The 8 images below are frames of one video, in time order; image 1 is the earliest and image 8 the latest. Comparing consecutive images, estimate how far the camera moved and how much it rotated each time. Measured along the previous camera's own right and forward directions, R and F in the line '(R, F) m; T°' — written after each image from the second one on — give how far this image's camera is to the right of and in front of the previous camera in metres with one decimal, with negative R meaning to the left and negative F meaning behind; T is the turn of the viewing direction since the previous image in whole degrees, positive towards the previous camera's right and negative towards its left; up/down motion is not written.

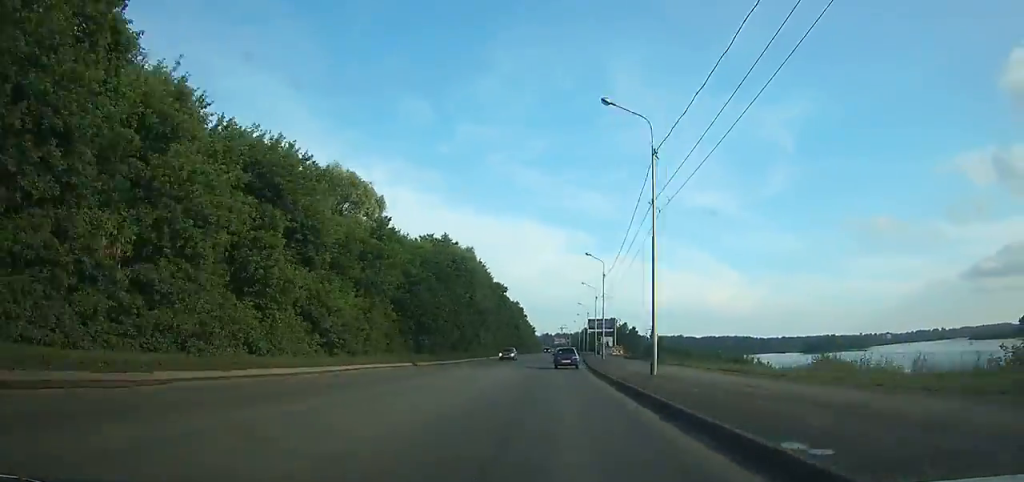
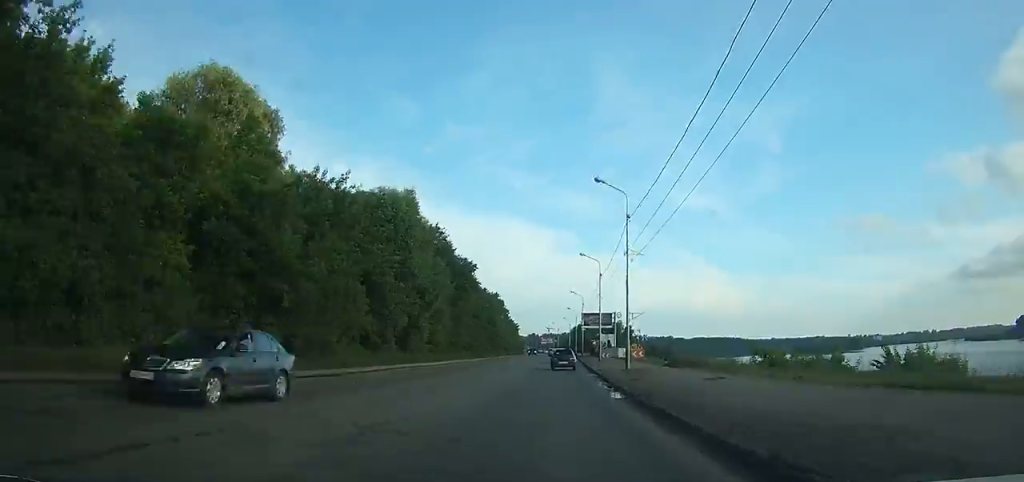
(+0.3, +26.5) m; +2°
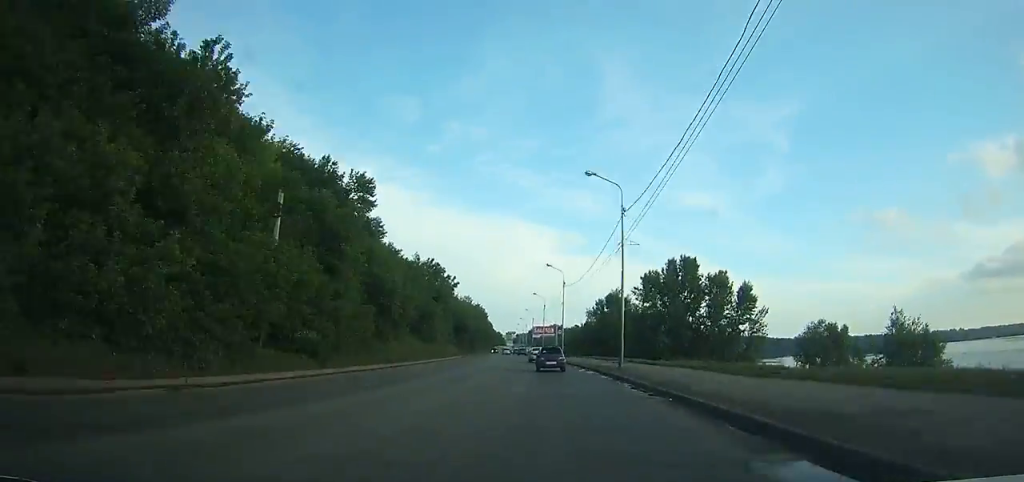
(+2.8, +141.7) m; -1°
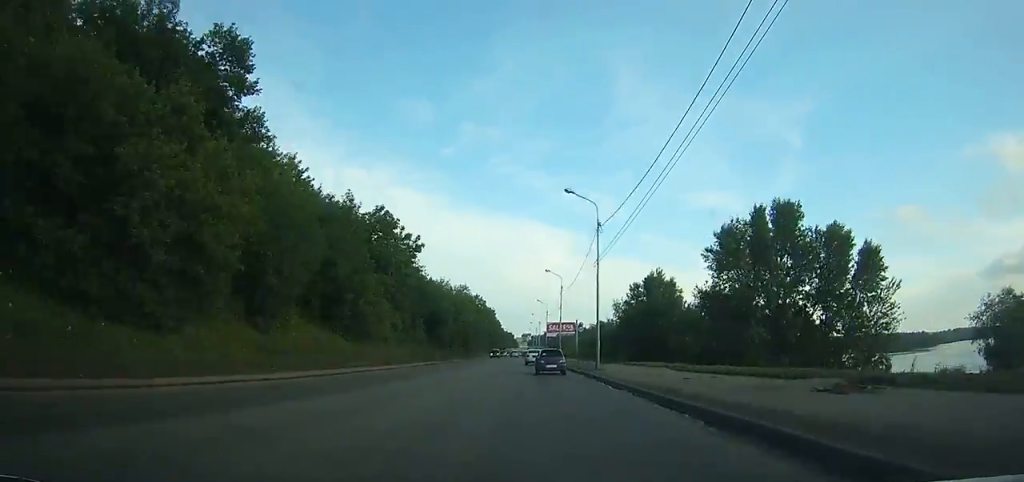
(-0.4, +32.3) m; -2°
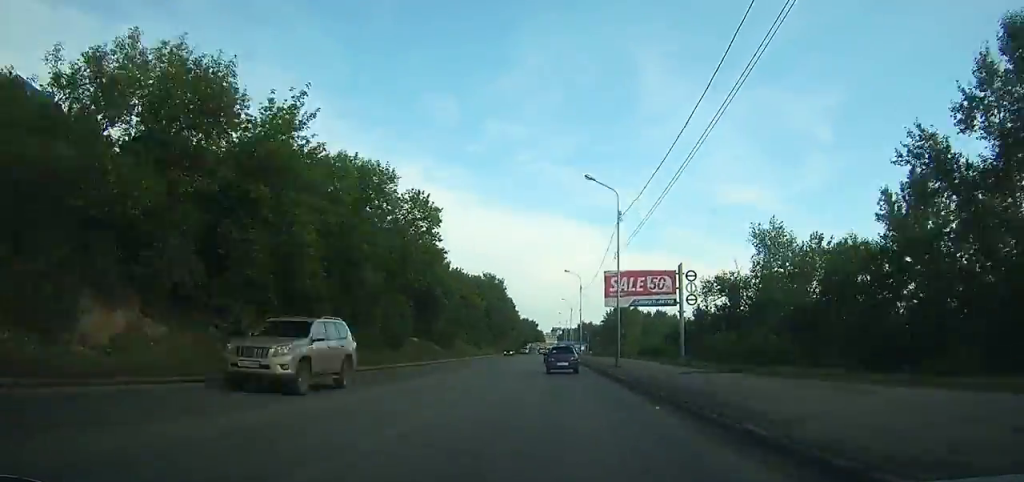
(-2.5, +77.6) m; -3°
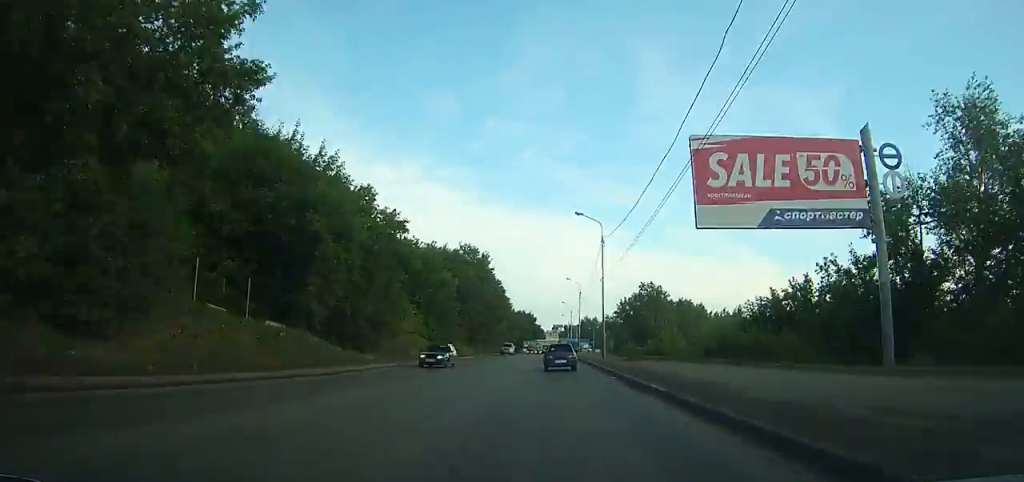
(-0.2, +31.1) m; 0°
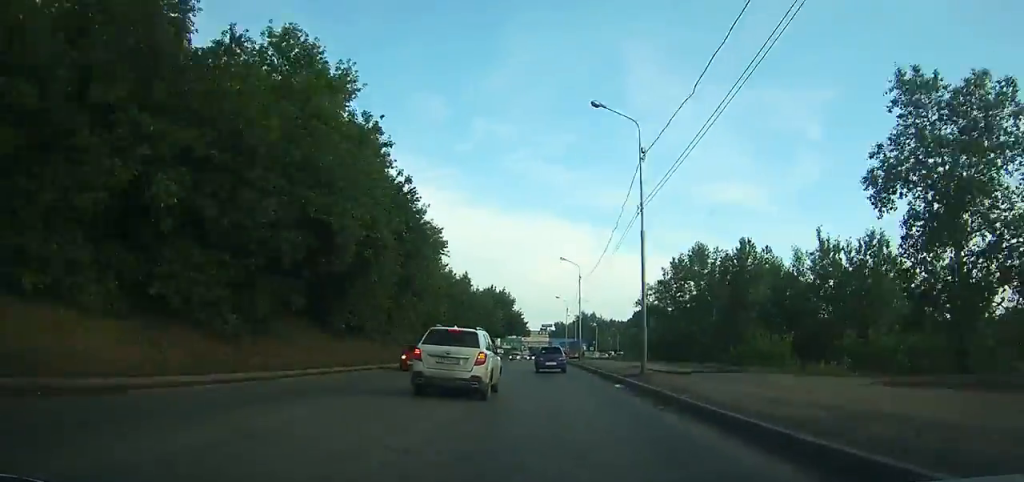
(+0.1, +62.2) m; 0°
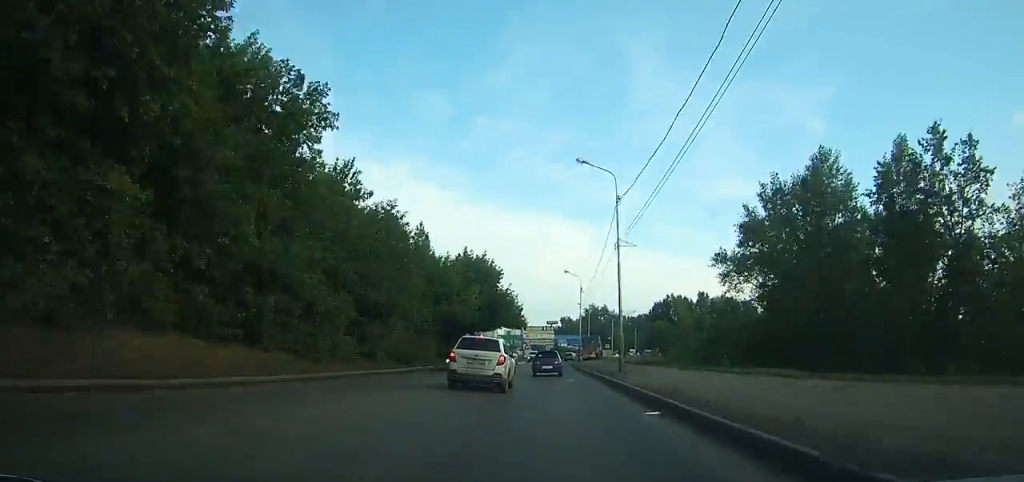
(+0.1, +31.3) m; 0°
